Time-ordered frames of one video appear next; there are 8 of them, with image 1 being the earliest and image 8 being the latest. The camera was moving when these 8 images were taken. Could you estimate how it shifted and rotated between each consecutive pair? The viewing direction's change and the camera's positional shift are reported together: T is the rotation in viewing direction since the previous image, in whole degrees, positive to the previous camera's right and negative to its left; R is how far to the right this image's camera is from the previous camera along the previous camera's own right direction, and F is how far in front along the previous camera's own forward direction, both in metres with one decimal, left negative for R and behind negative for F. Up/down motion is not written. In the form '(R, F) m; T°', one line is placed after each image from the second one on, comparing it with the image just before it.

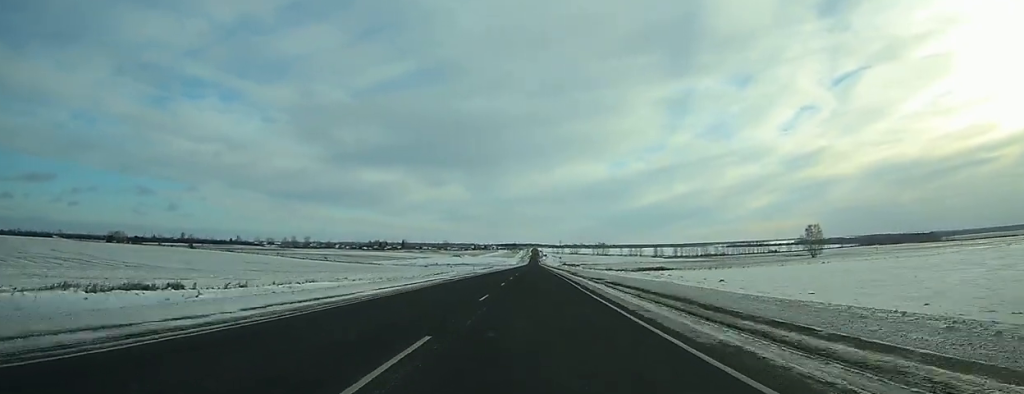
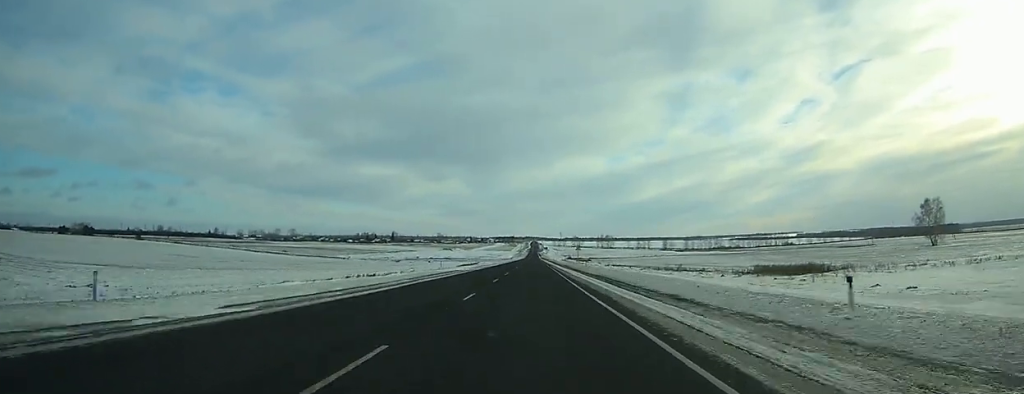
(+0.1, +73.9) m; 0°
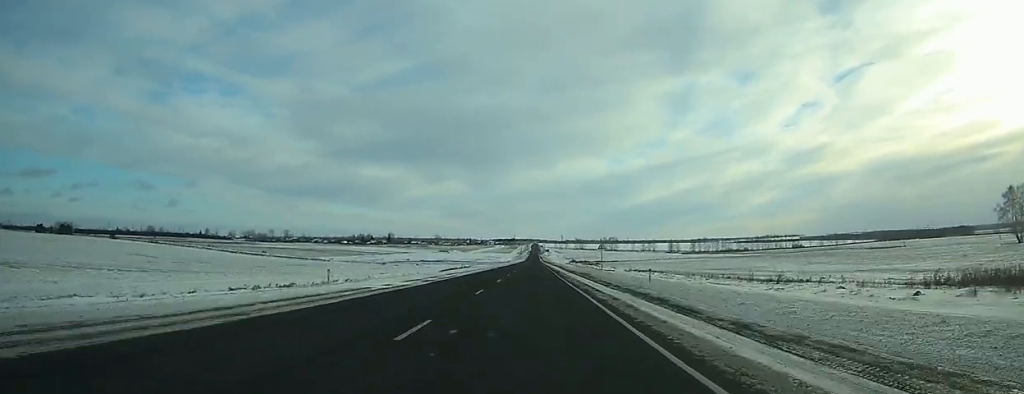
(+0.1, +34.1) m; 0°
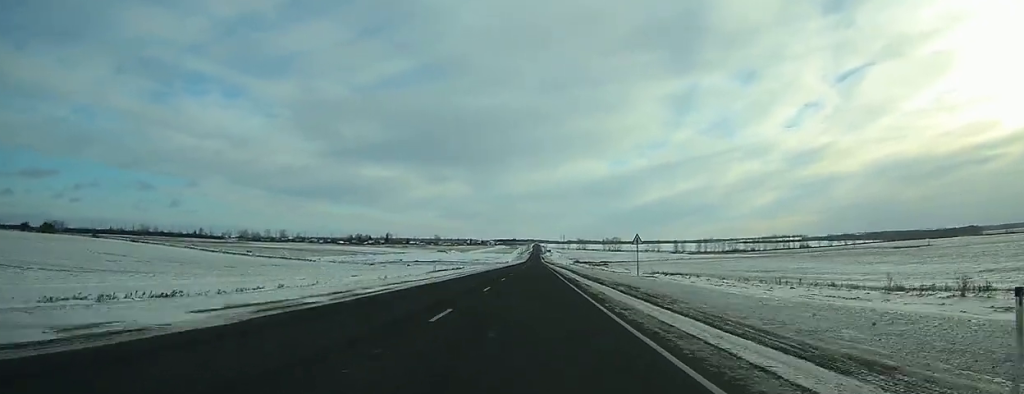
(-0.1, +22.9) m; 0°
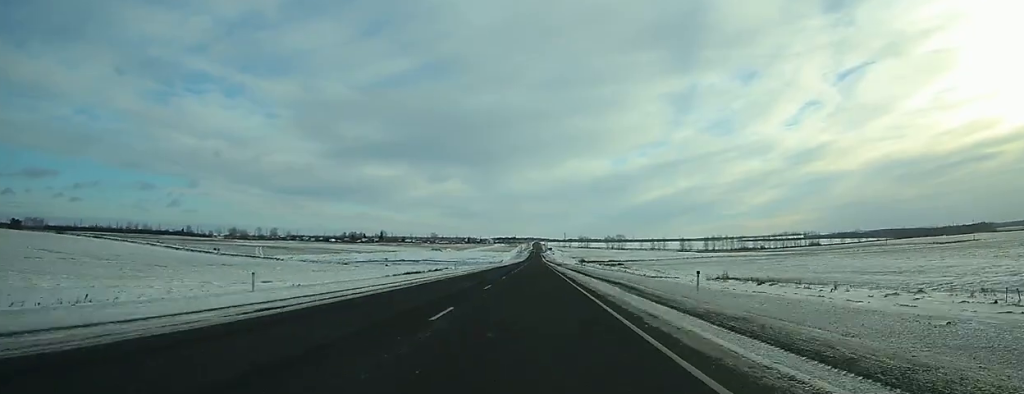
(0.0, +38.2) m; 0°
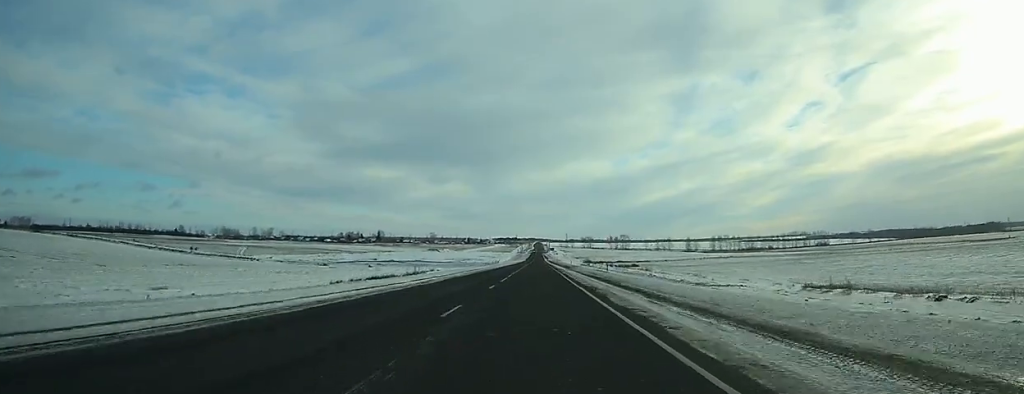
(+0.1, +23.7) m; 0°
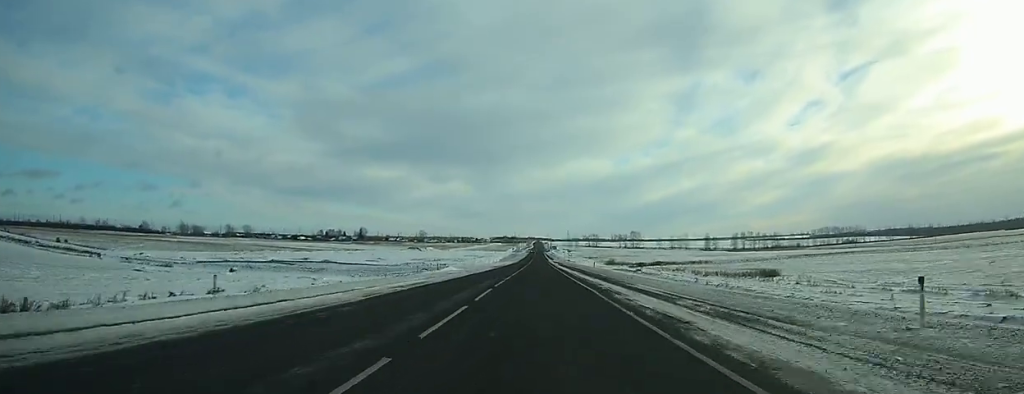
(-0.1, +93.6) m; 0°
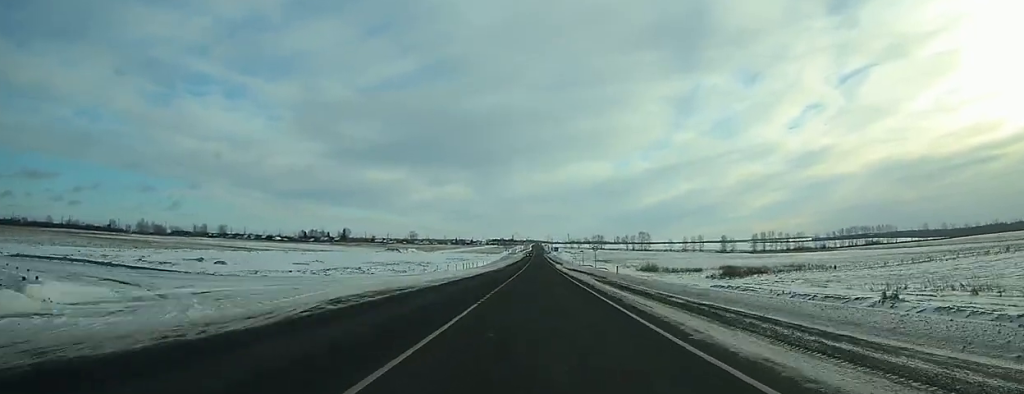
(-0.2, +71.0) m; 0°
